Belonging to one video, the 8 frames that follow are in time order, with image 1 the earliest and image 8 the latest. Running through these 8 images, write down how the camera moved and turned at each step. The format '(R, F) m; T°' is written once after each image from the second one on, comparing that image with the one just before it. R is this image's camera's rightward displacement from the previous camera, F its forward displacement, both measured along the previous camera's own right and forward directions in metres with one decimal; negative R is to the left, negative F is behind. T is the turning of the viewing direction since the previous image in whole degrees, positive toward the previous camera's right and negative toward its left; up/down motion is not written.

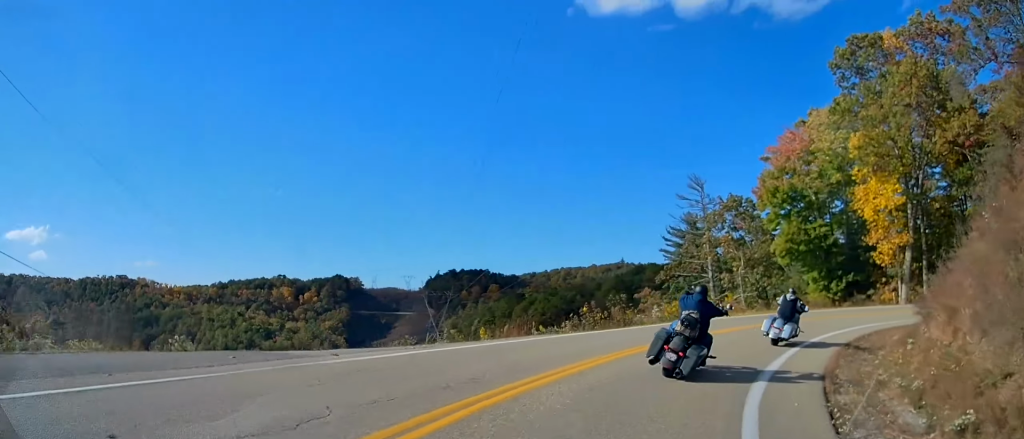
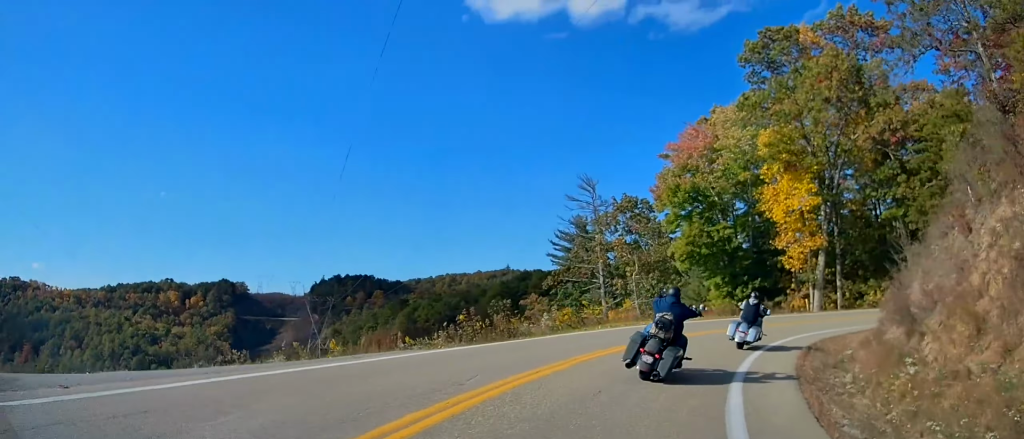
(+0.4, +4.5) m; +8°
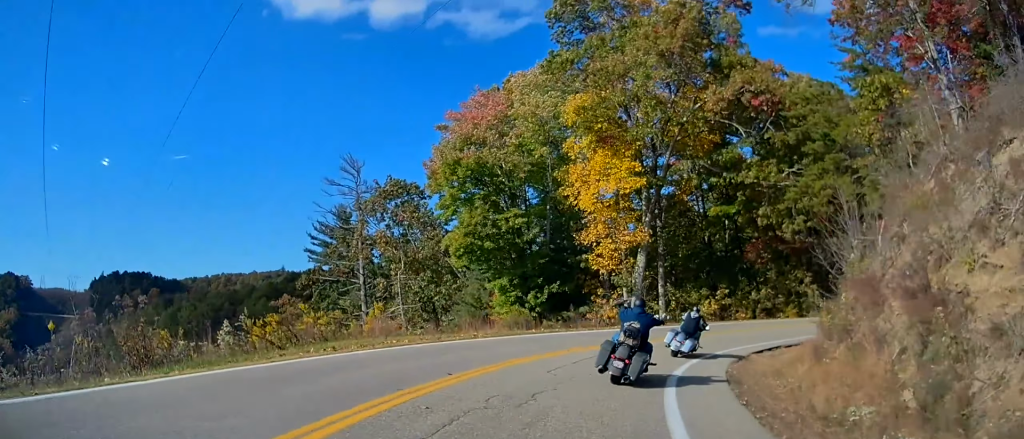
(+2.5, +12.3) m; +20°
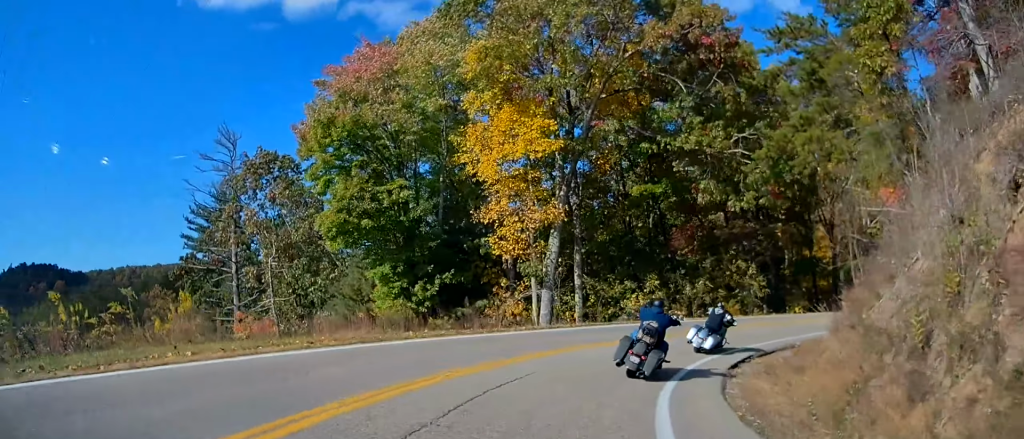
(+0.9, +8.0) m; +10°
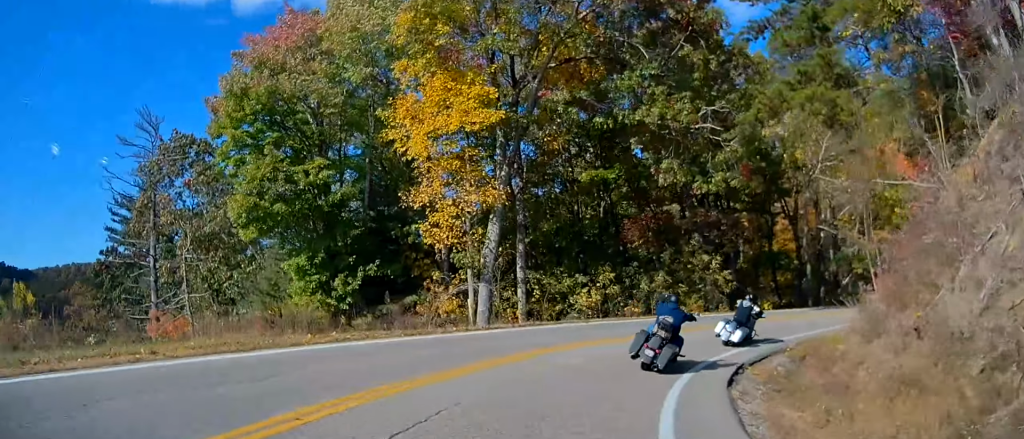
(+0.3, +4.5) m; +3°
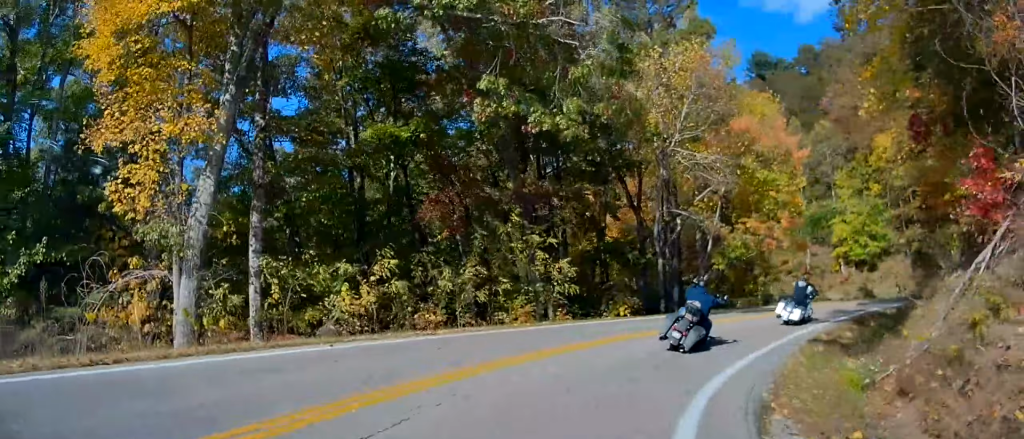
(+0.9, +11.9) m; +13°
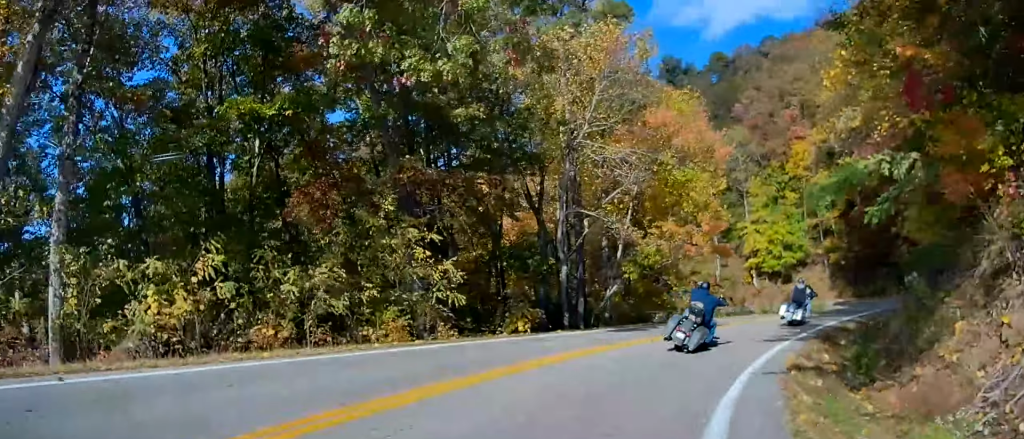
(-0.4, +5.2) m; +8°
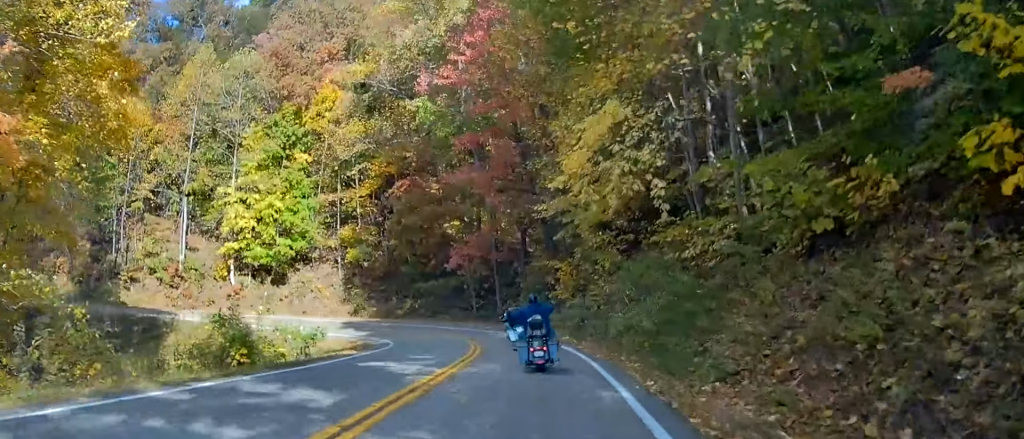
(+8.6, +27.3) m; +25°
